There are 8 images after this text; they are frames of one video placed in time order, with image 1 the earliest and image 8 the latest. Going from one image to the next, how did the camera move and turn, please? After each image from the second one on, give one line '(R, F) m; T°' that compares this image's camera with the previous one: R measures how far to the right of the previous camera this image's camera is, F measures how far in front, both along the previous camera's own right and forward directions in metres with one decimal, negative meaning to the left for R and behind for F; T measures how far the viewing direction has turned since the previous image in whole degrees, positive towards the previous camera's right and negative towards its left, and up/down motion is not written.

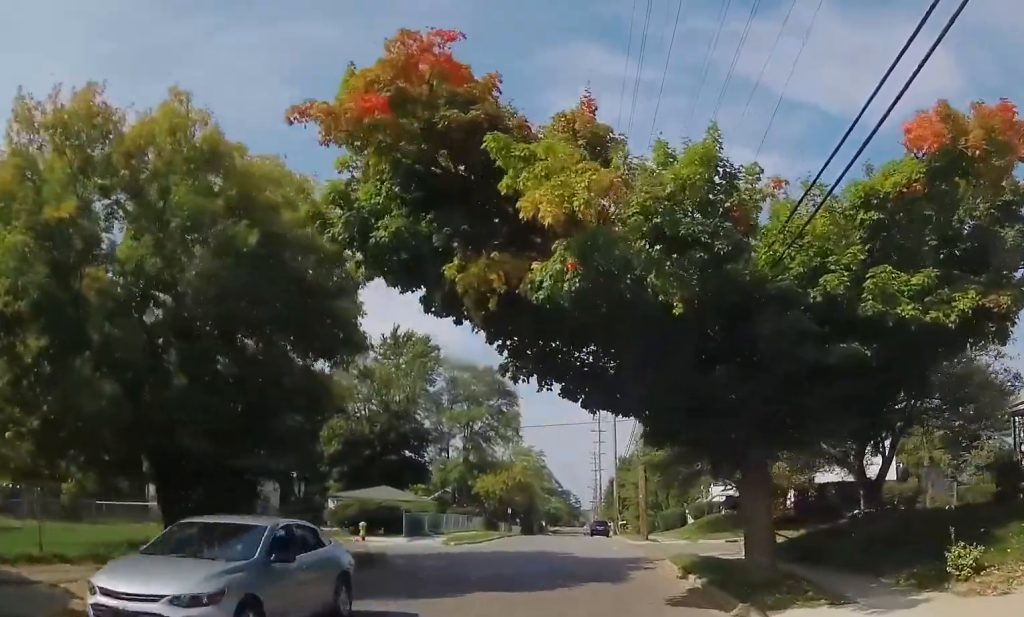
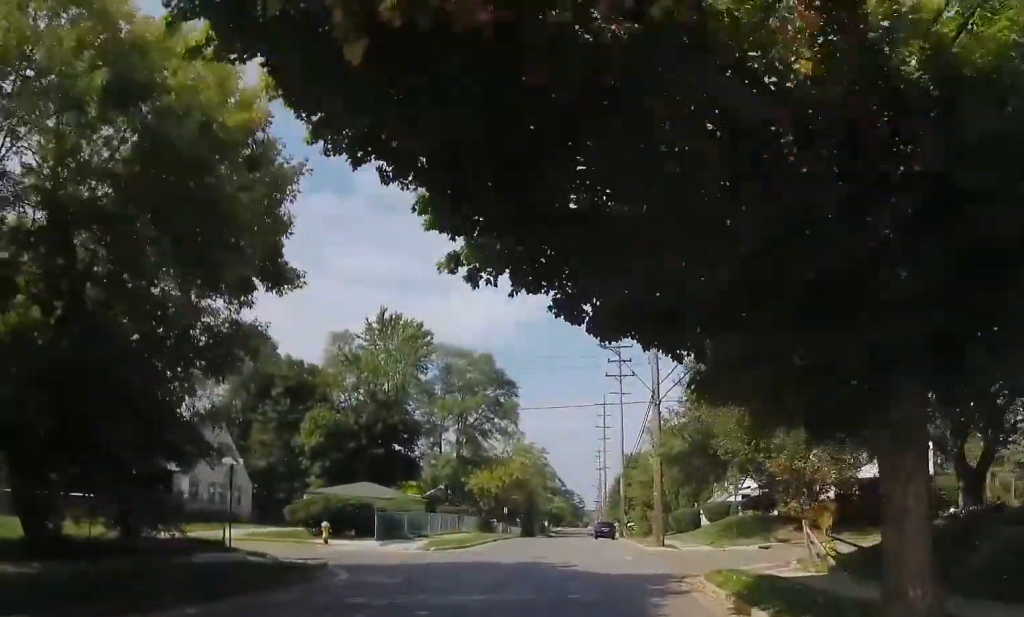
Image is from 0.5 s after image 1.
(+0.3, +5.9) m; +2°
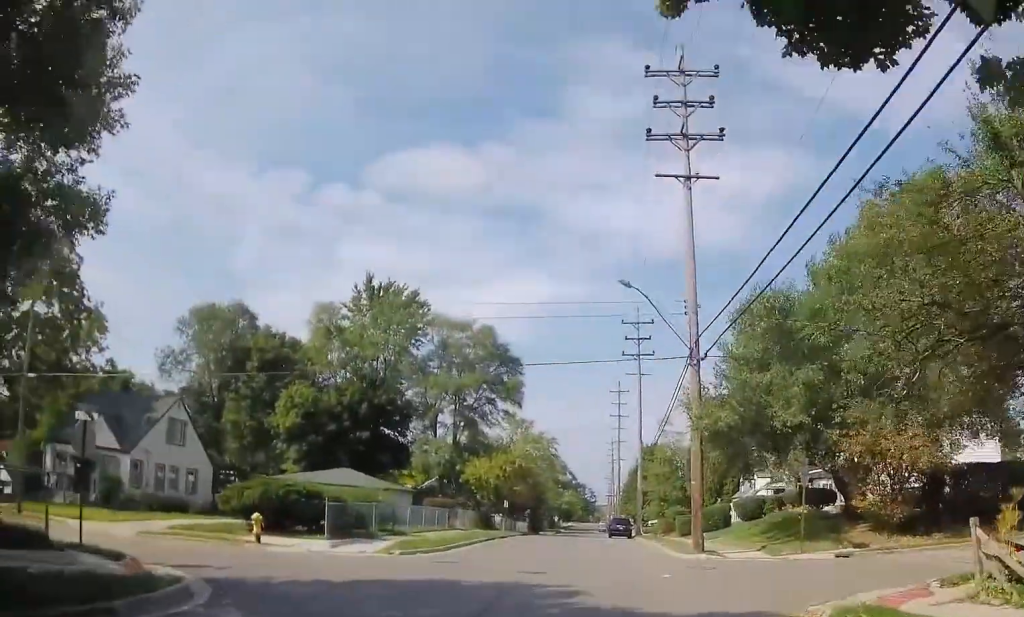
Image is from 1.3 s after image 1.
(+0.2, +7.7) m; 0°
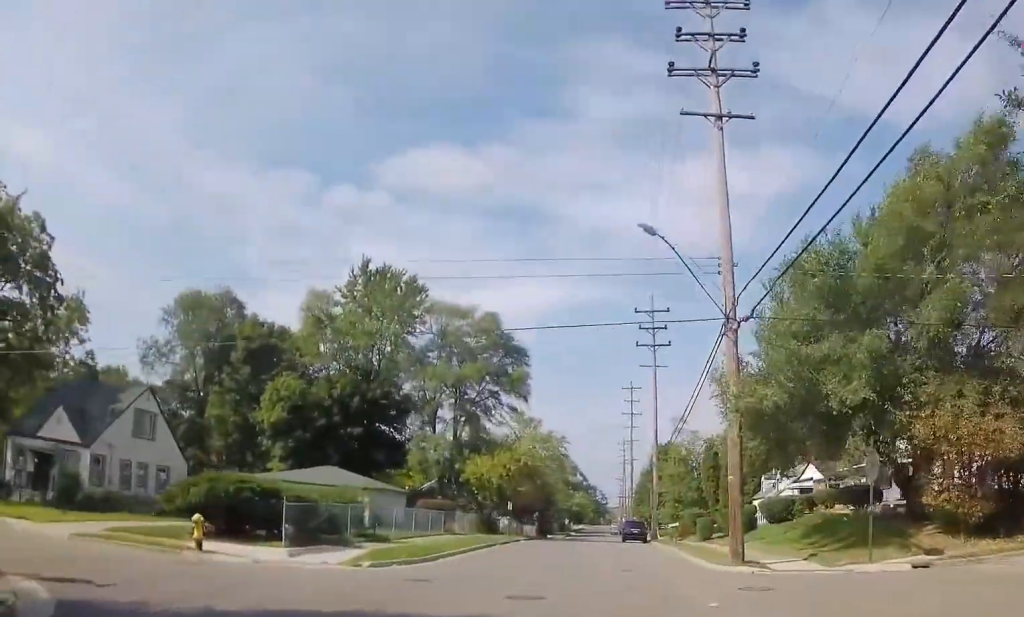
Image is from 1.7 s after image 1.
(+0.1, +4.5) m; -2°
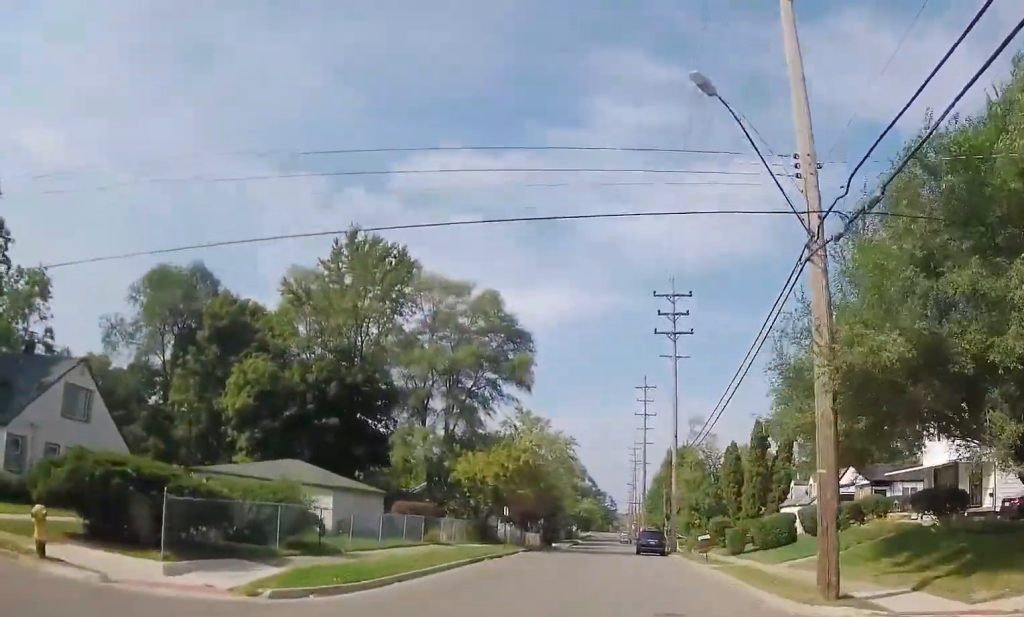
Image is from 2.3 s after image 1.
(-0.2, +6.9) m; -2°
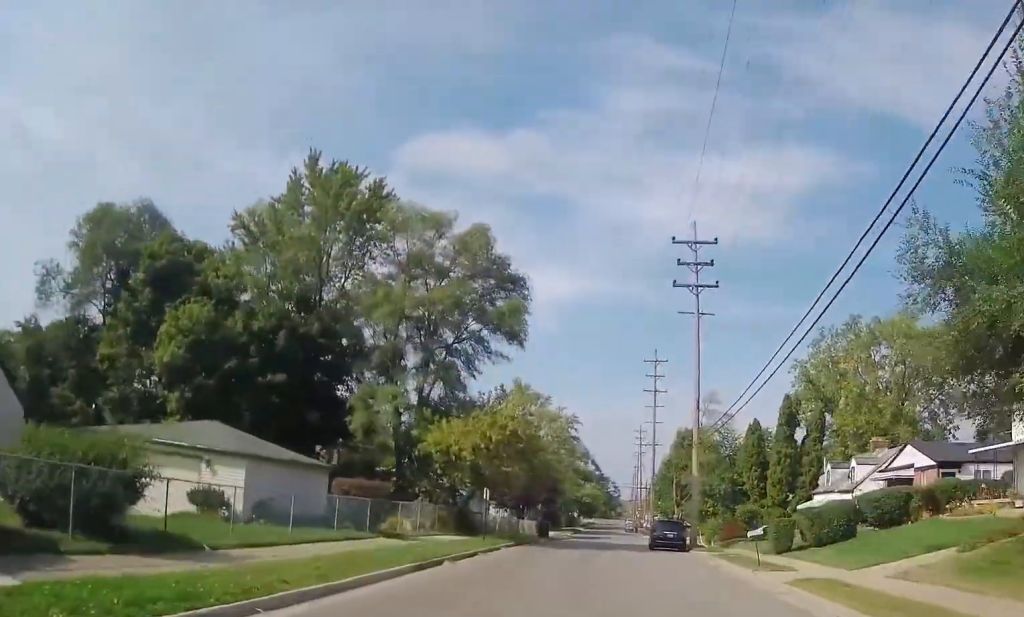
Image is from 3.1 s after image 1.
(-0.6, +8.9) m; 0°
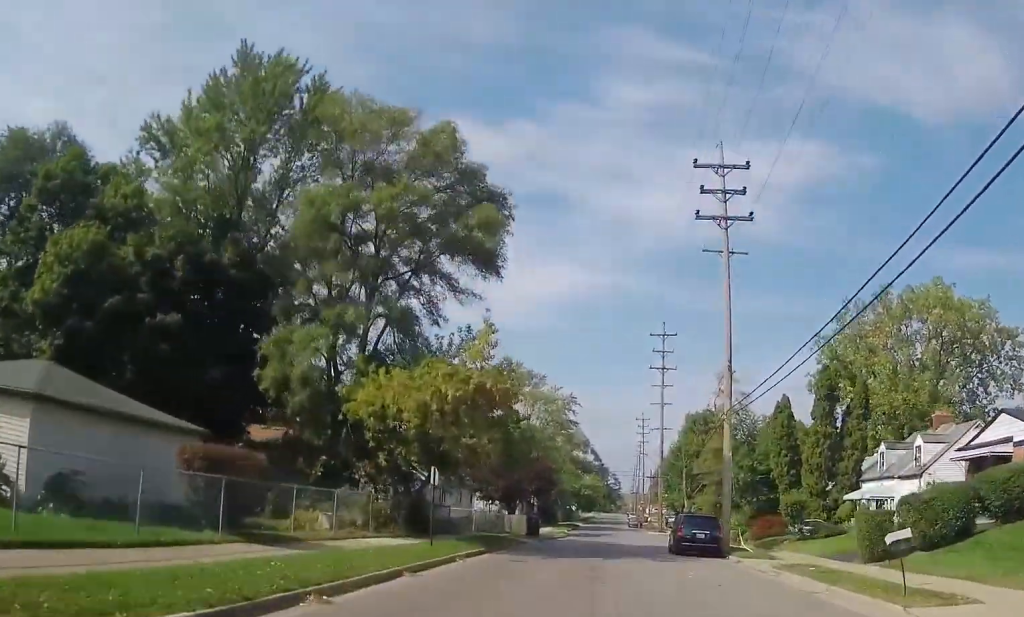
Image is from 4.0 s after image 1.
(+0.9, +10.5) m; +3°
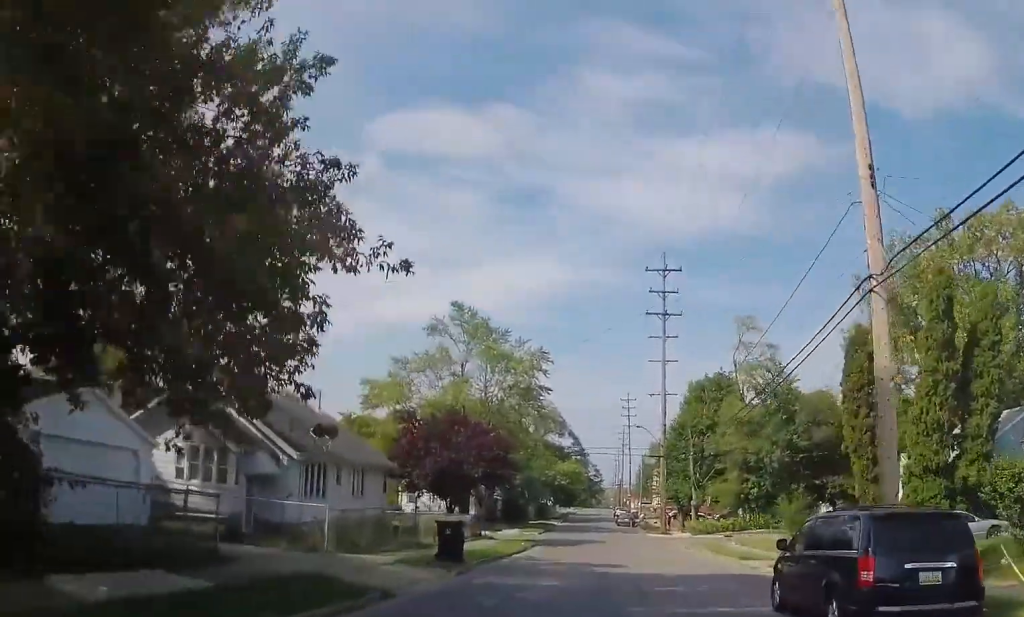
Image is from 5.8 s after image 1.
(0.0, +21.2) m; 0°
